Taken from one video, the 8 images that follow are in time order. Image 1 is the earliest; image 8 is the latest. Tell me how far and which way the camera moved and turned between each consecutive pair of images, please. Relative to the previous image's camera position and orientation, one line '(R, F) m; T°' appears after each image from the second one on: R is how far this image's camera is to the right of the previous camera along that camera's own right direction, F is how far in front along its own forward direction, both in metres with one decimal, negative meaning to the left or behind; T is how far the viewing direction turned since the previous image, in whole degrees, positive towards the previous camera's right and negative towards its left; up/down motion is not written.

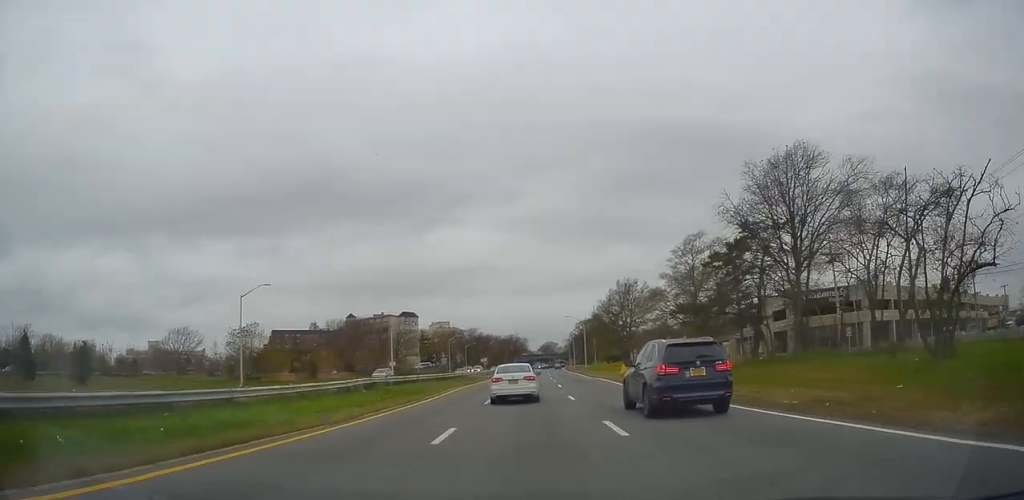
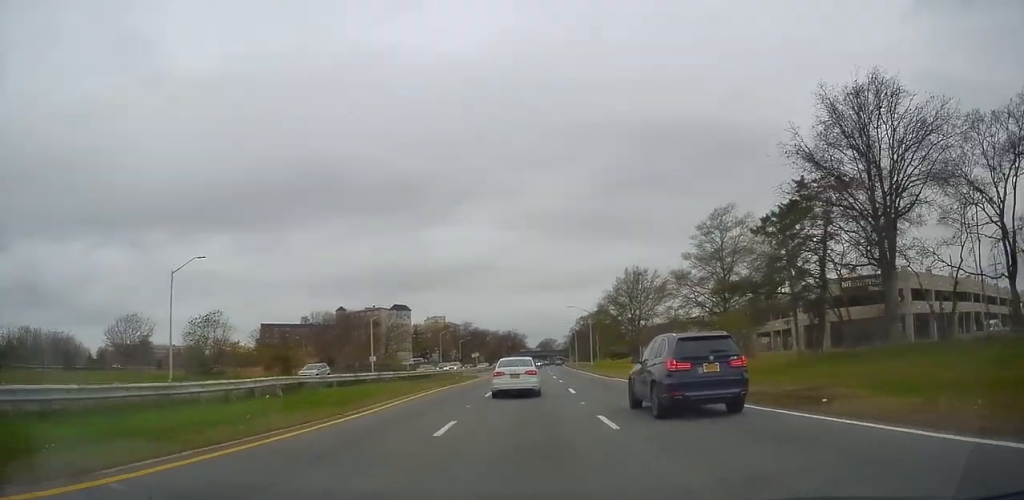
(-0.1, +11.3) m; 0°
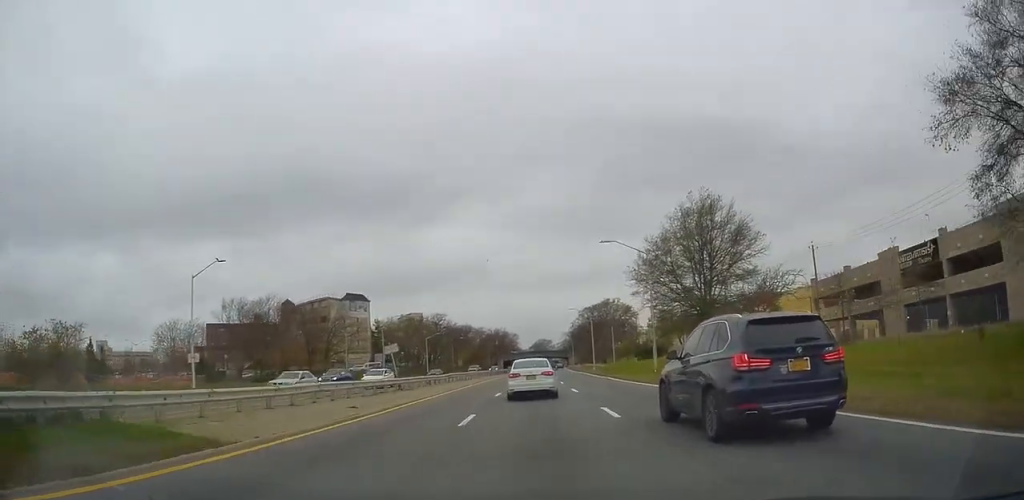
(+0.5, +45.5) m; +1°
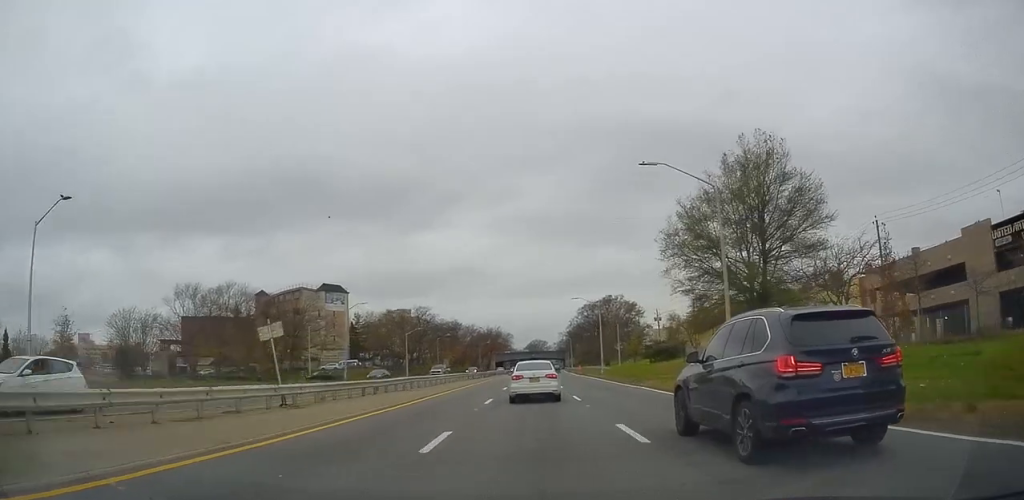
(0.0, +15.4) m; 0°
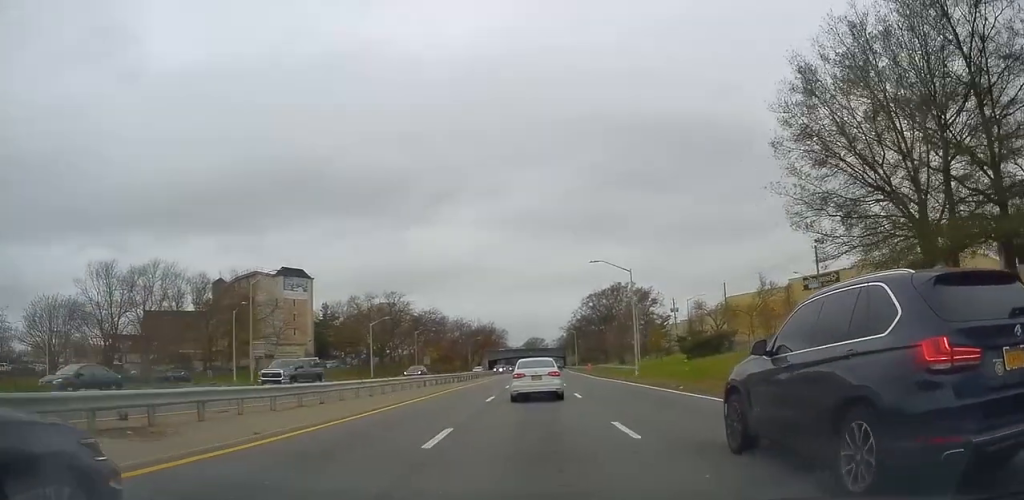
(-0.2, +23.2) m; -1°
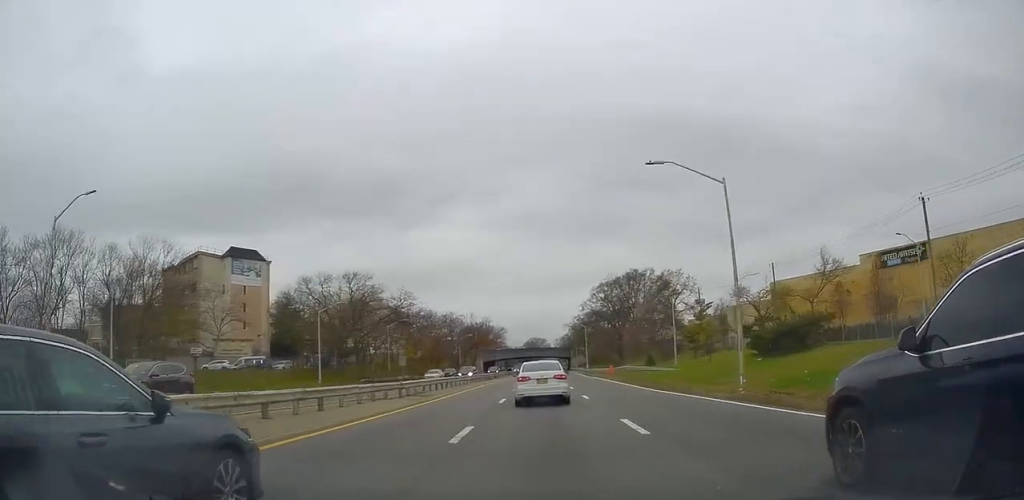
(-0.4, +22.6) m; +2°
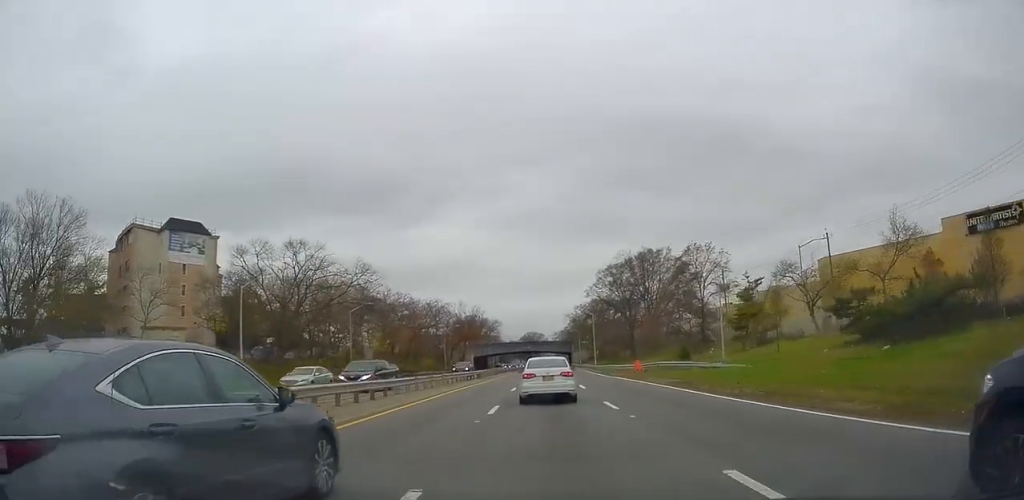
(+0.9, +18.5) m; +1°
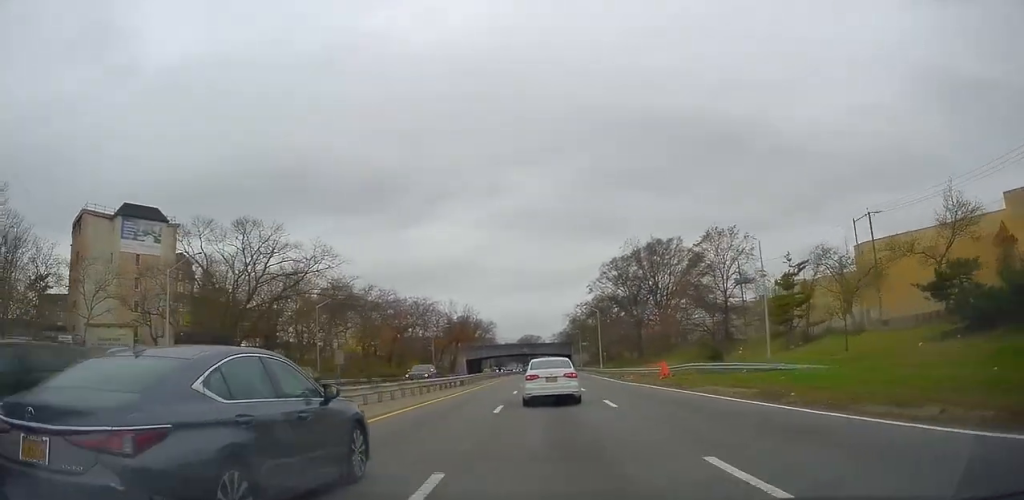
(-0.1, +10.8) m; 0°
